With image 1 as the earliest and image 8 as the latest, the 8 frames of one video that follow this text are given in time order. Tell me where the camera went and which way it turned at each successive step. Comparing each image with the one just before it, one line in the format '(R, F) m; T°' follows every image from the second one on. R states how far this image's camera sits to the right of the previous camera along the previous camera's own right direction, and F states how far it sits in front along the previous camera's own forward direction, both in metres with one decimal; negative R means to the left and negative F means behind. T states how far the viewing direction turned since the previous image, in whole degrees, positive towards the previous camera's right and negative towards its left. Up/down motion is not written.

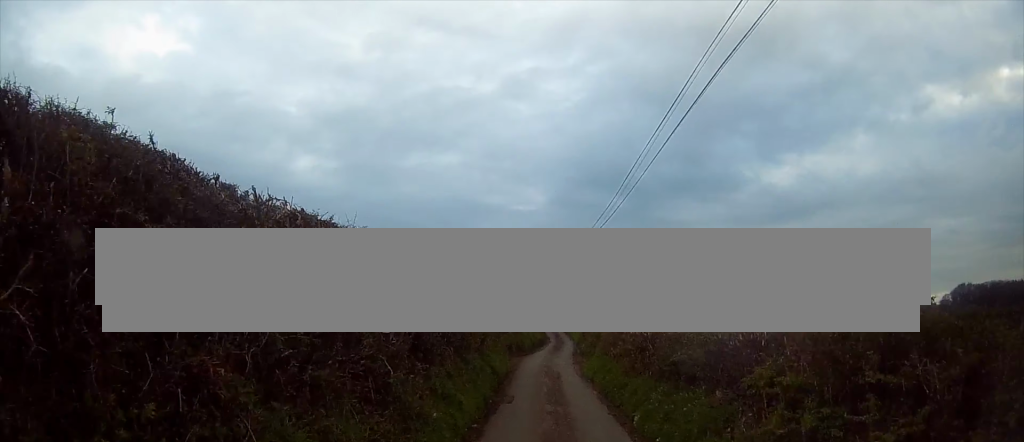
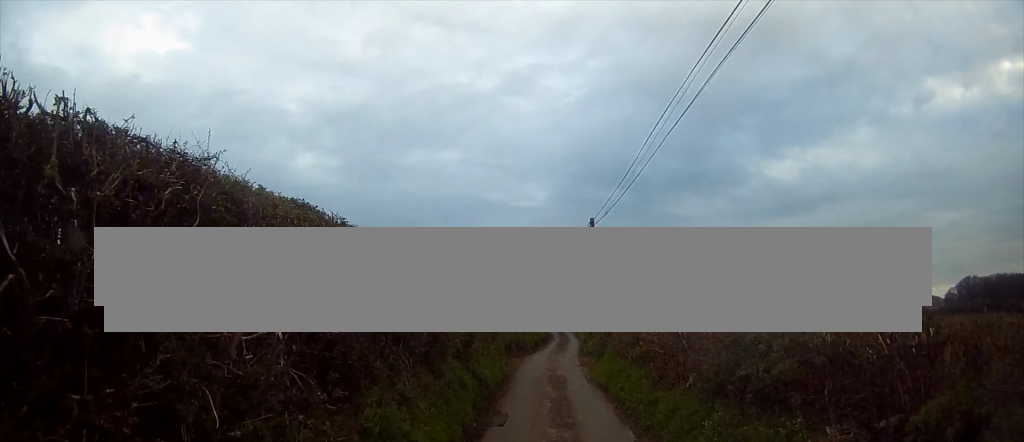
(0.0, +3.9) m; 0°
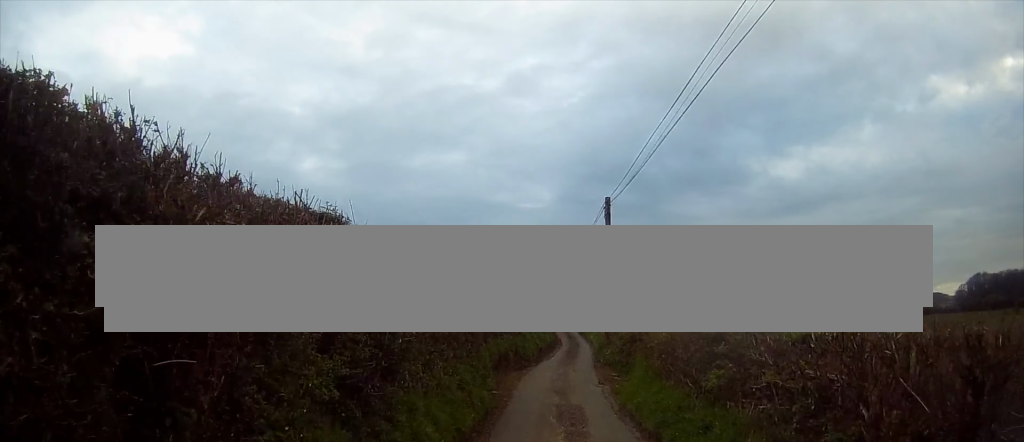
(-0.2, +7.5) m; 0°
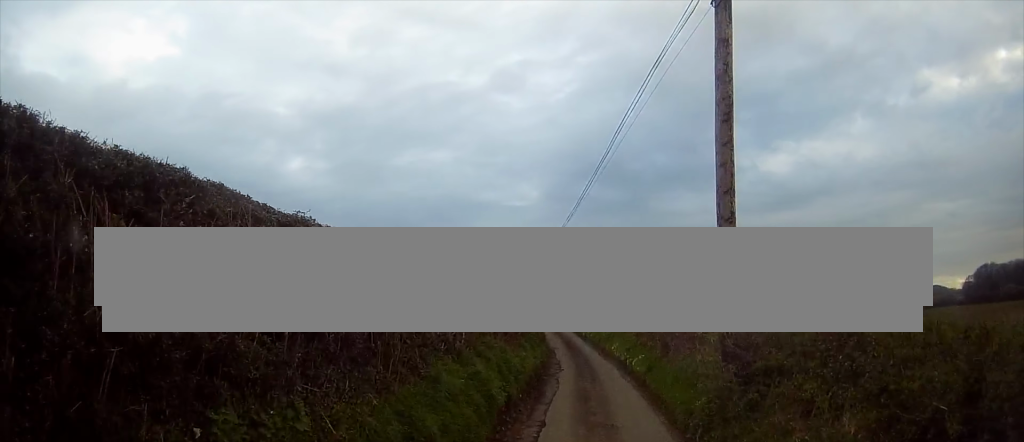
(+0.5, +22.2) m; +2°
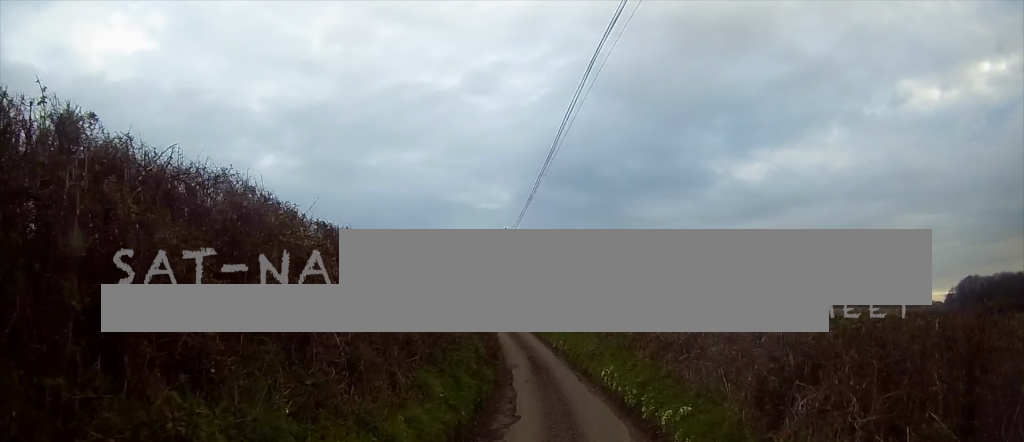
(+0.1, +10.1) m; +2°
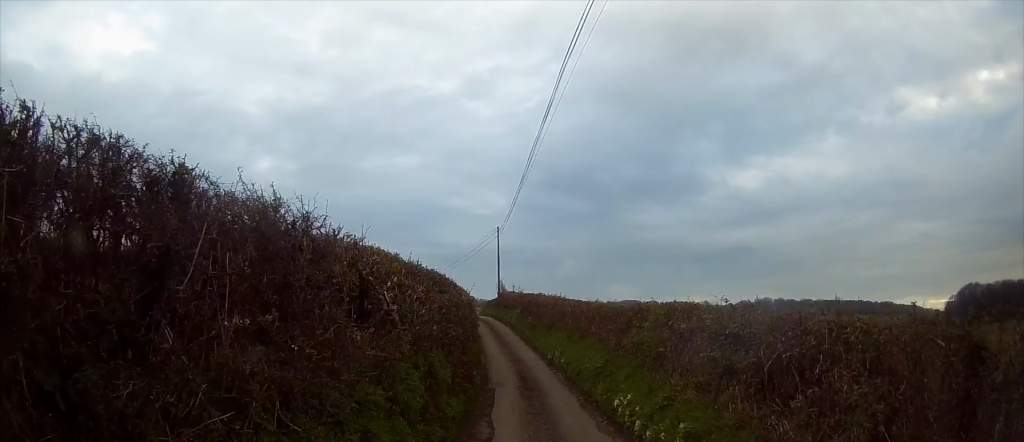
(+0.2, +4.5) m; -1°
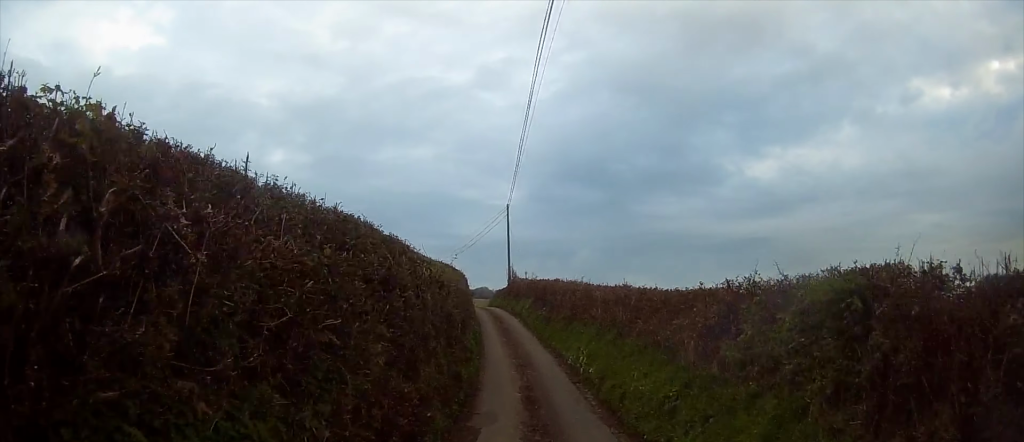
(-0.1, +7.3) m; -1°
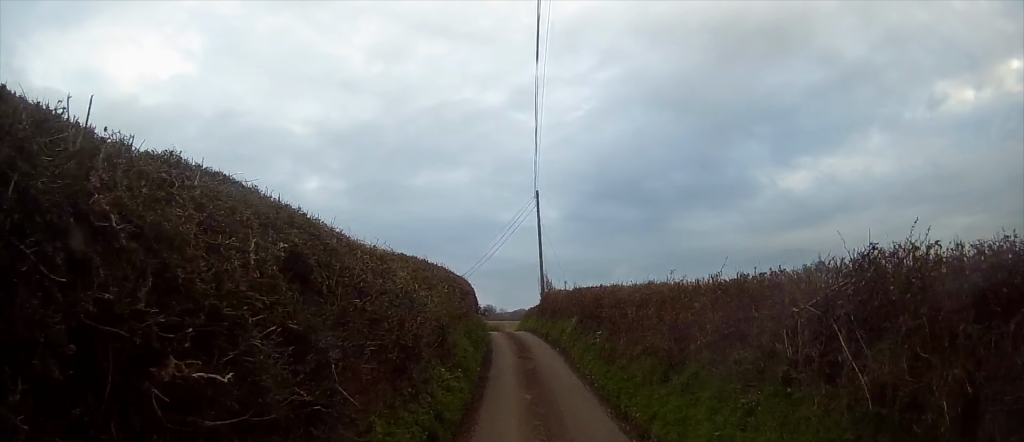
(-0.1, +13.8) m; -3°
